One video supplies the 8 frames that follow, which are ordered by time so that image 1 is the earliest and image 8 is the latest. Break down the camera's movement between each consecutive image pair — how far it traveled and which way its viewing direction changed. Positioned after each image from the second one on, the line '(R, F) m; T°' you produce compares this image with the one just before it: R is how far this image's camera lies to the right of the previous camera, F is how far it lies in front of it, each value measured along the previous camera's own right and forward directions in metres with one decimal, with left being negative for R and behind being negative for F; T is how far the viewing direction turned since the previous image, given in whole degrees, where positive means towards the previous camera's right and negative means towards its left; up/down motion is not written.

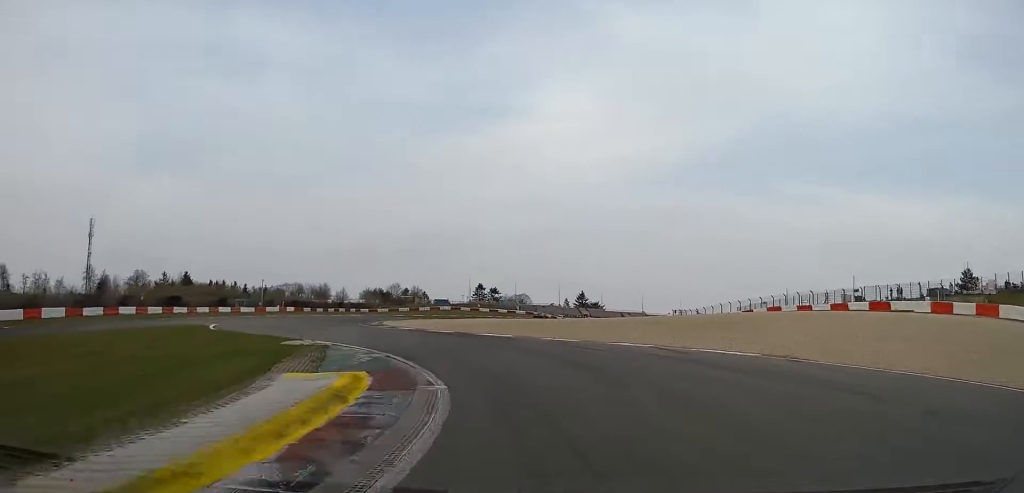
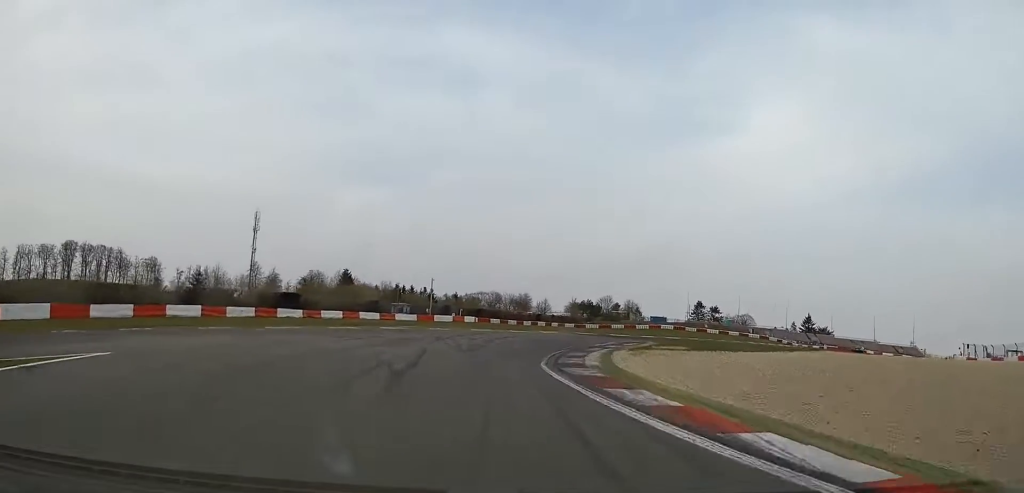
(-6.2, +35.2) m; -13°
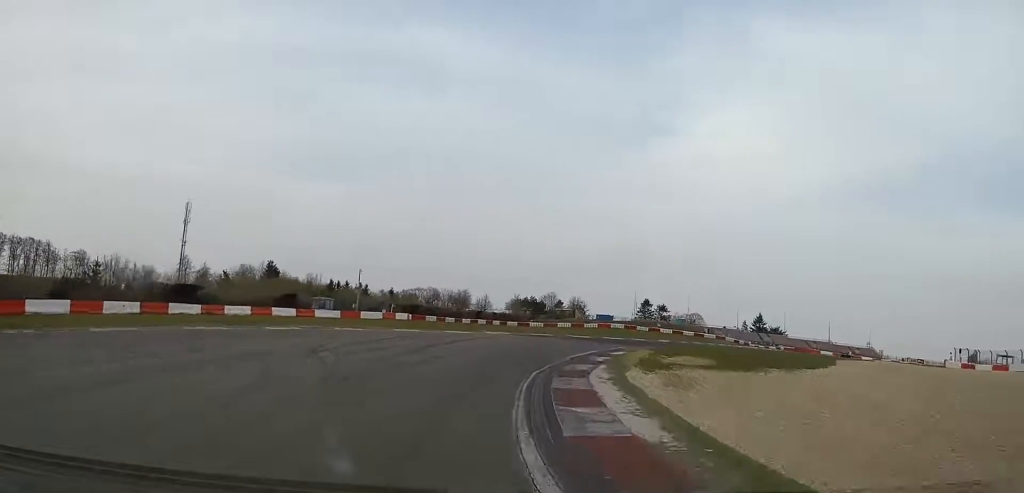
(-0.3, +12.8) m; +1°
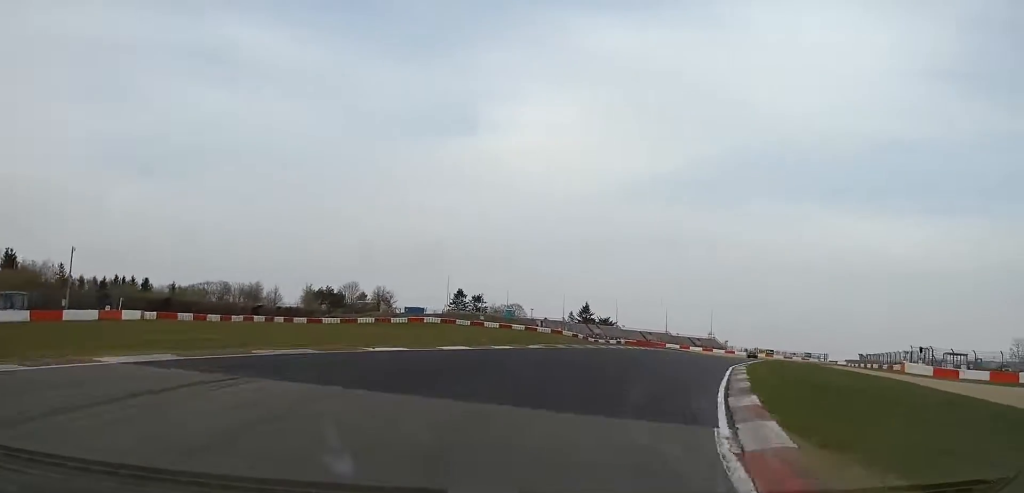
(+1.4, +32.1) m; +10°
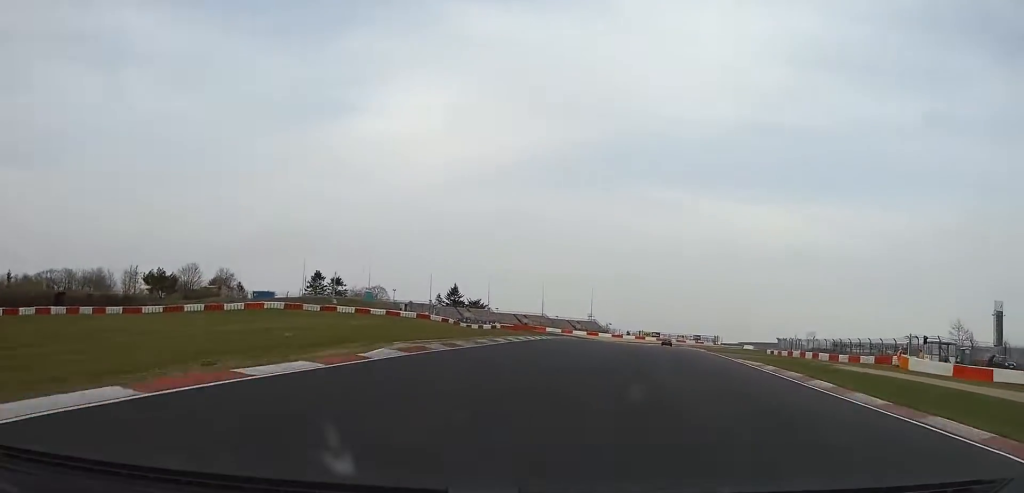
(+2.1, +22.7) m; +10°
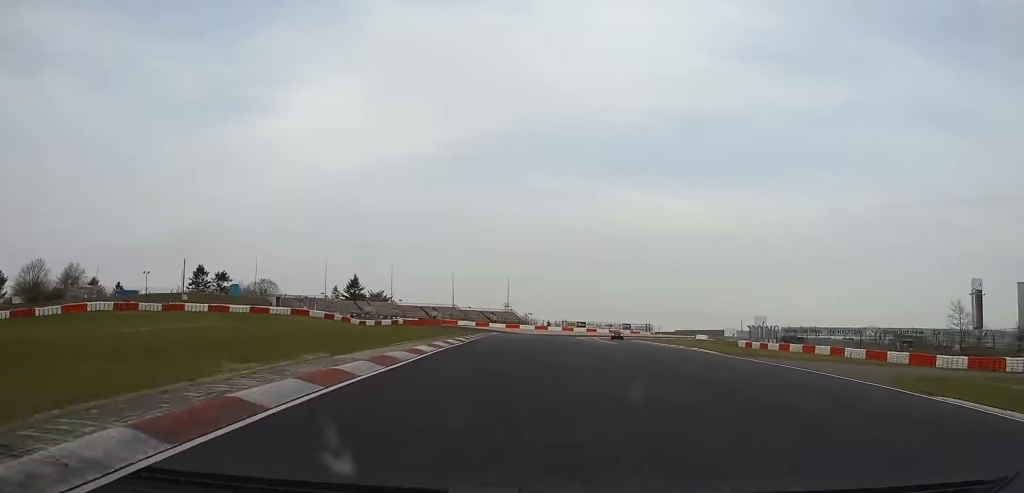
(+3.2, +28.1) m; +11°
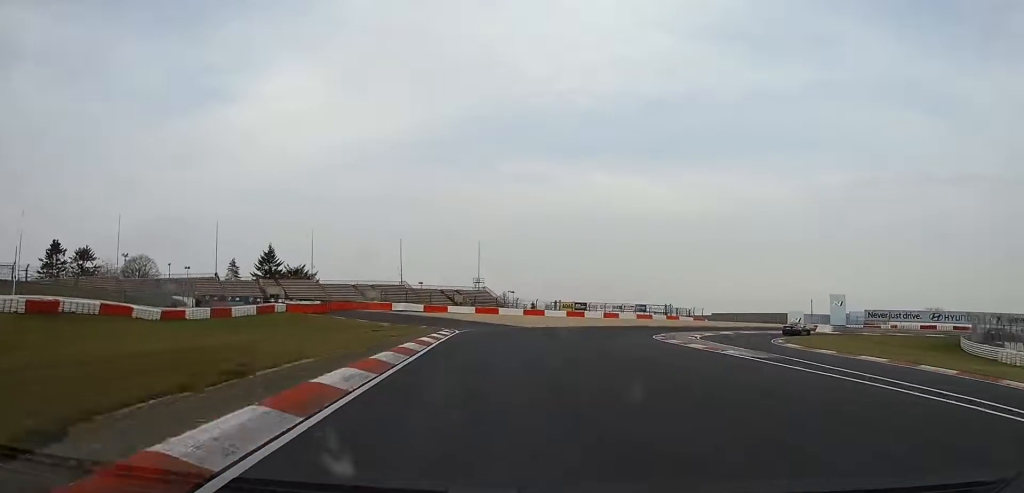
(+6.7, +66.5) m; +8°
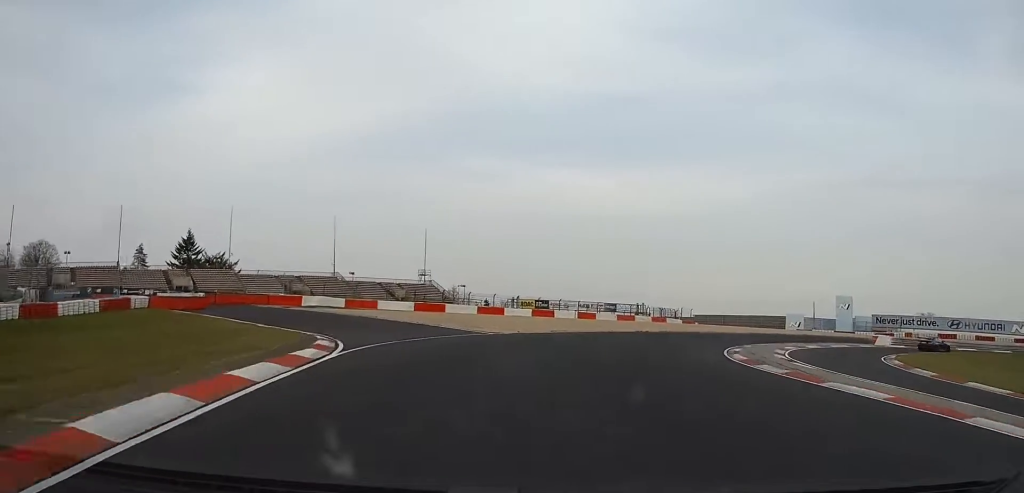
(-0.1, +25.5) m; +7°
